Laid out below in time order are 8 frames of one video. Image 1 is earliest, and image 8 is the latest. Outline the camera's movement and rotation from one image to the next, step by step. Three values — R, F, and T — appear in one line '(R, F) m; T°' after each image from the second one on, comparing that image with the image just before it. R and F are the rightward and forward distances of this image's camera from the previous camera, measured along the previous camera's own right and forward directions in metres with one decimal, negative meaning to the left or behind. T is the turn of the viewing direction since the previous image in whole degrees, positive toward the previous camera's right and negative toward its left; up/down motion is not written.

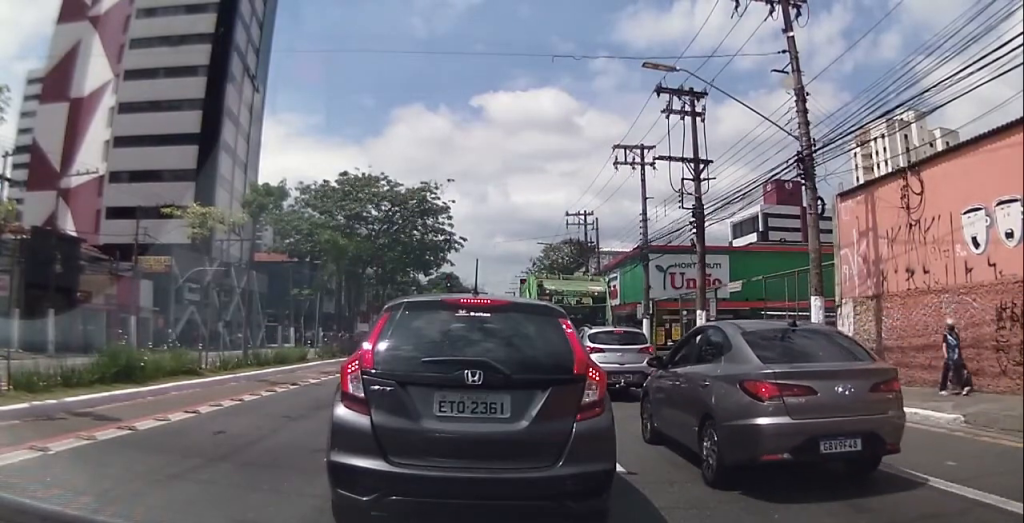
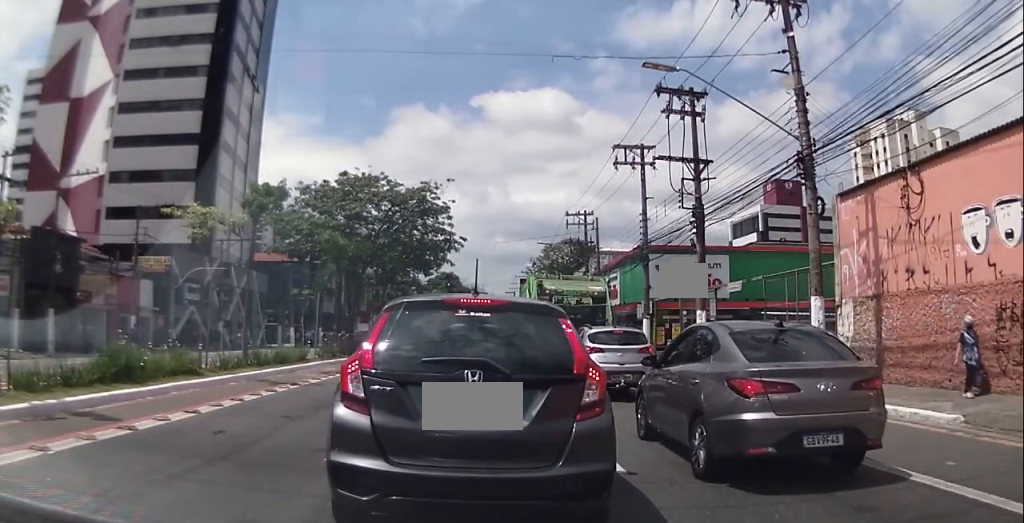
(0.0, 0.0) m; 0°
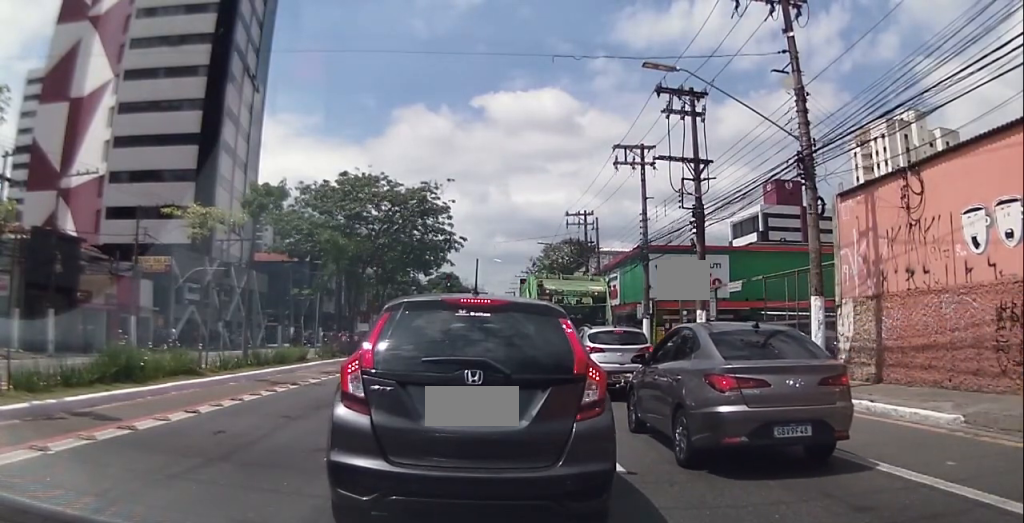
(0.0, 0.0) m; 0°
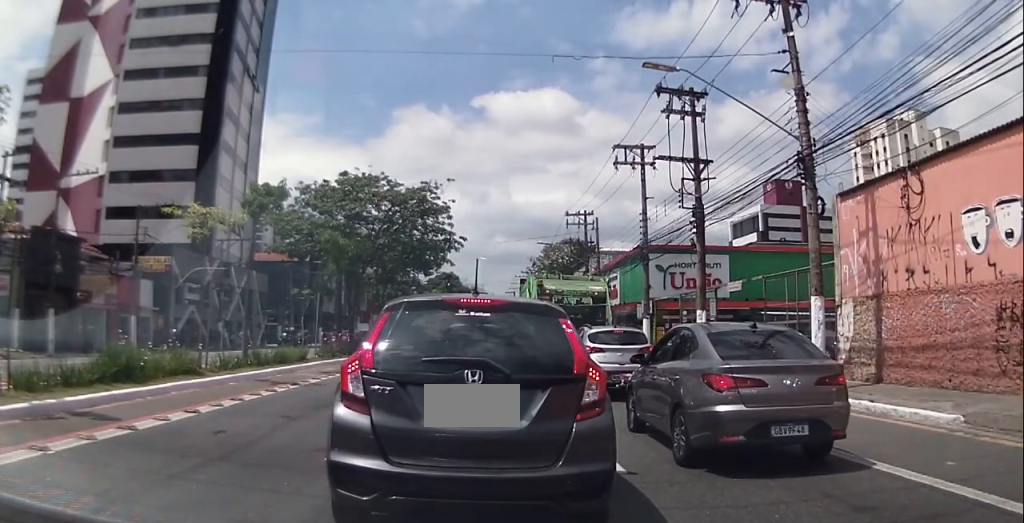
(0.0, 0.0) m; 0°
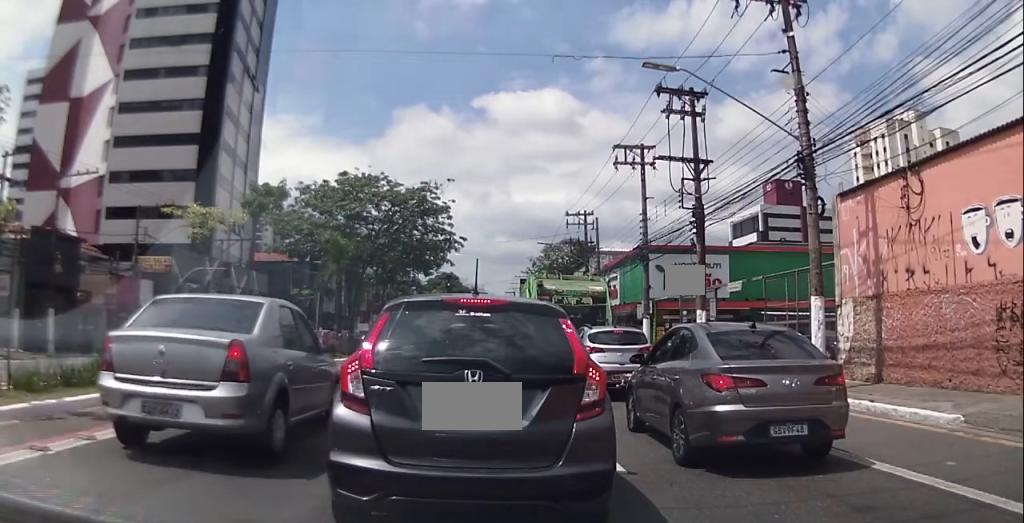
(0.0, 0.0) m; 0°
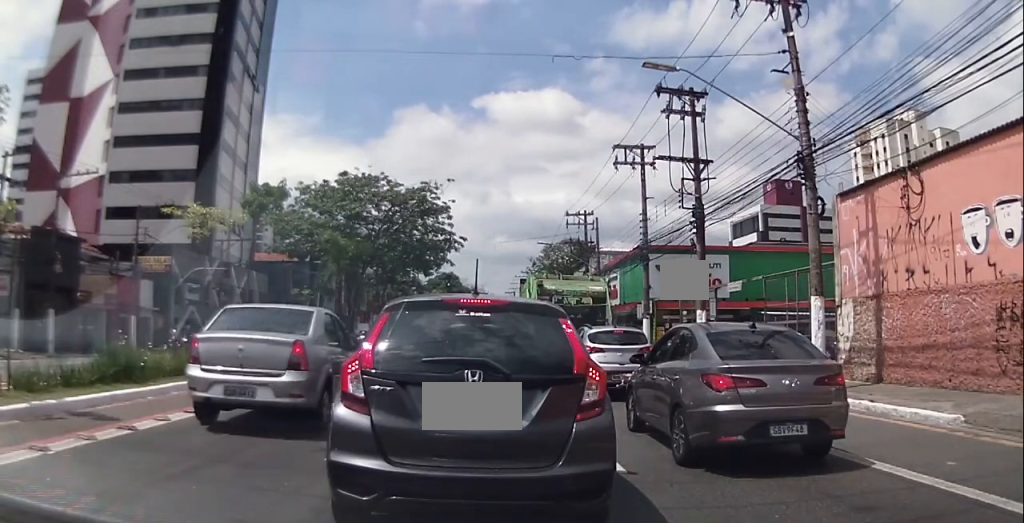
(0.0, 0.0) m; 0°
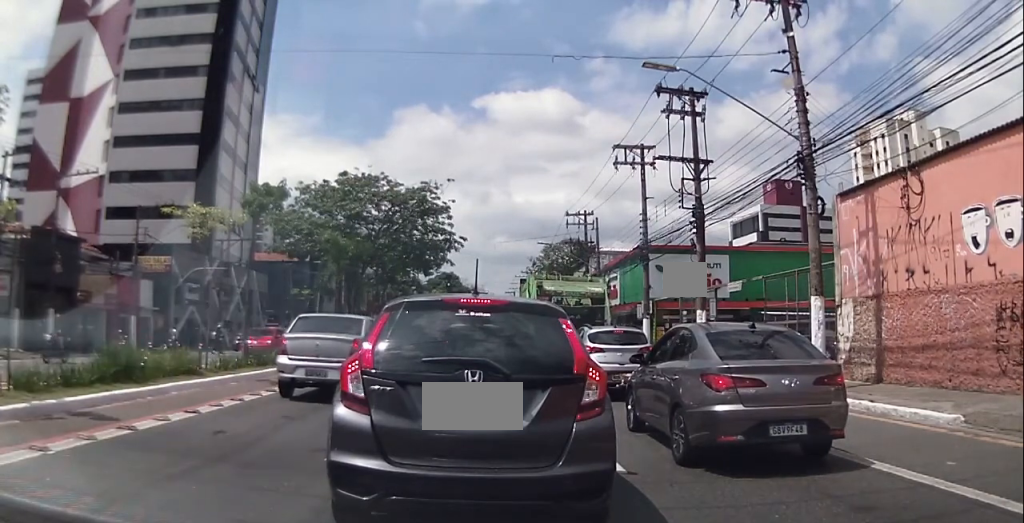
(0.0, 0.0) m; 0°
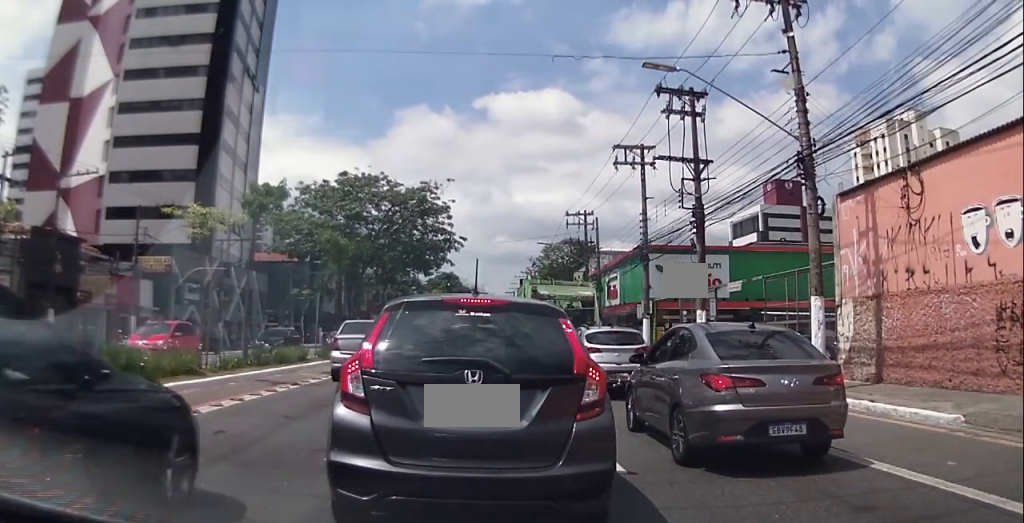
(0.0, 0.0) m; 0°
